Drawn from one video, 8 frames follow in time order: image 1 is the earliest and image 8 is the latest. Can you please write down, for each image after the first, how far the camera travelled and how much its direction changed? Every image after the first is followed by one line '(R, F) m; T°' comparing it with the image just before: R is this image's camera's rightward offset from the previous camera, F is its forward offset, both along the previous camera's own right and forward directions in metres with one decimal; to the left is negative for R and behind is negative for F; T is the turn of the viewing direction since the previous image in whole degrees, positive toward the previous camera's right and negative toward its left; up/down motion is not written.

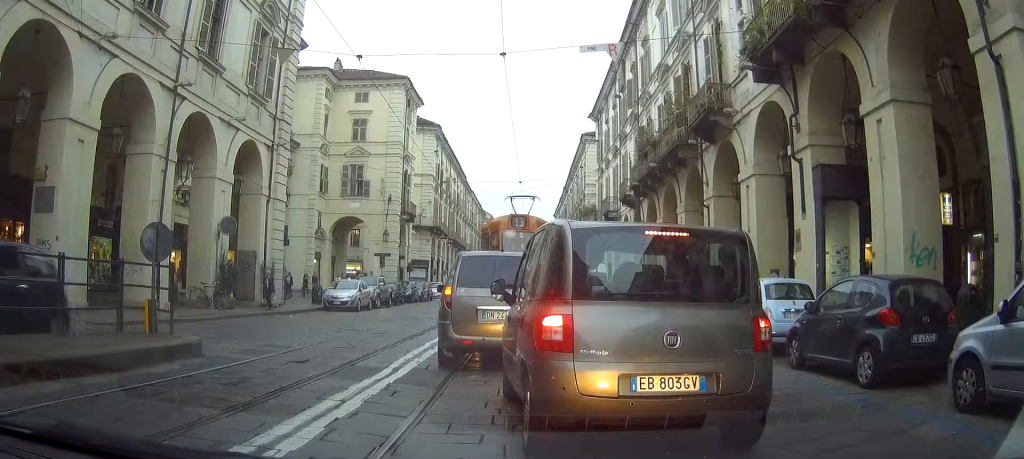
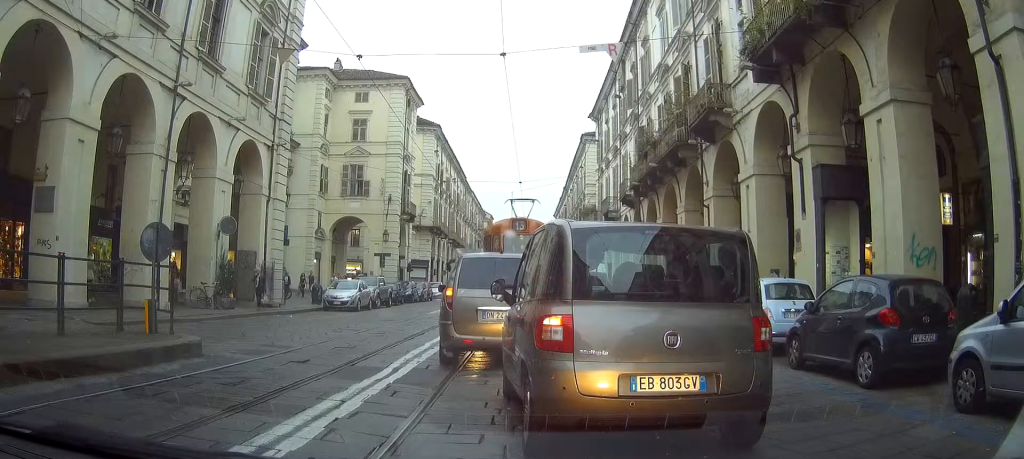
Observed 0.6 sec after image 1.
(0.0, 0.0) m; 0°
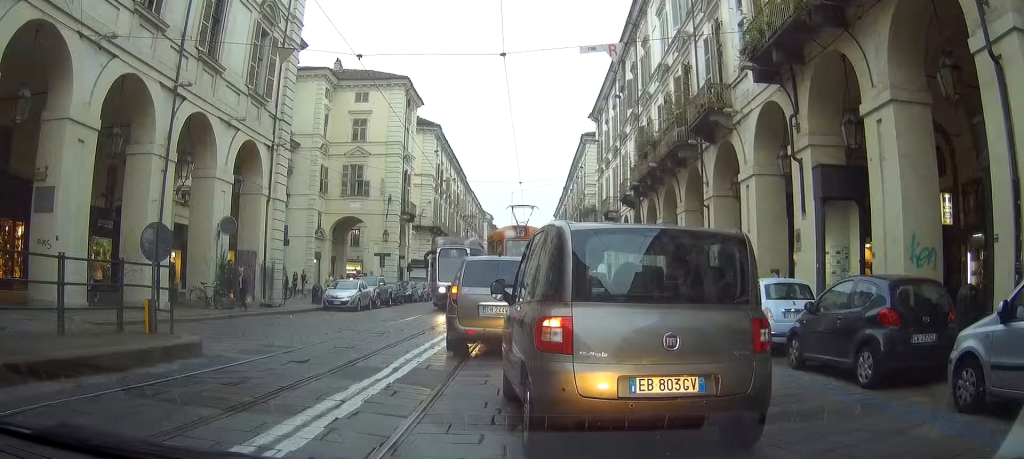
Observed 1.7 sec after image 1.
(0.0, 0.0) m; 0°
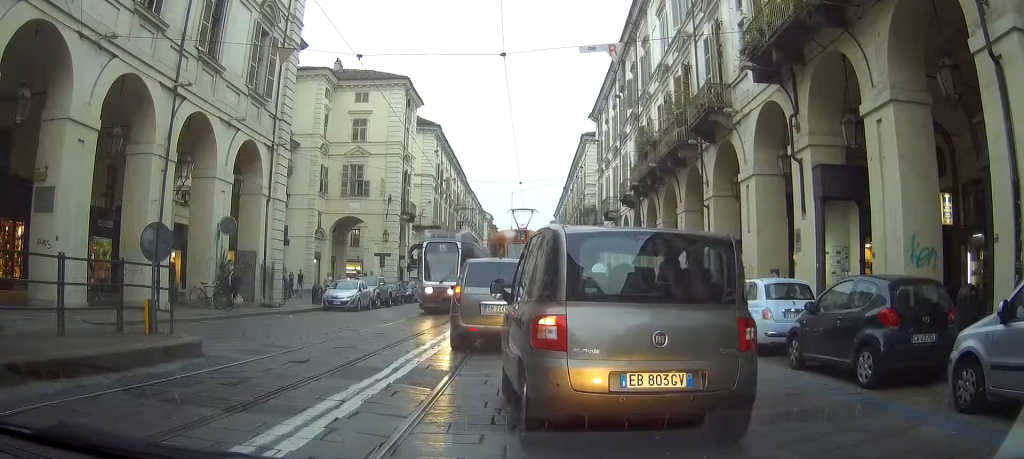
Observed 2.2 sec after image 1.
(0.0, 0.0) m; 0°
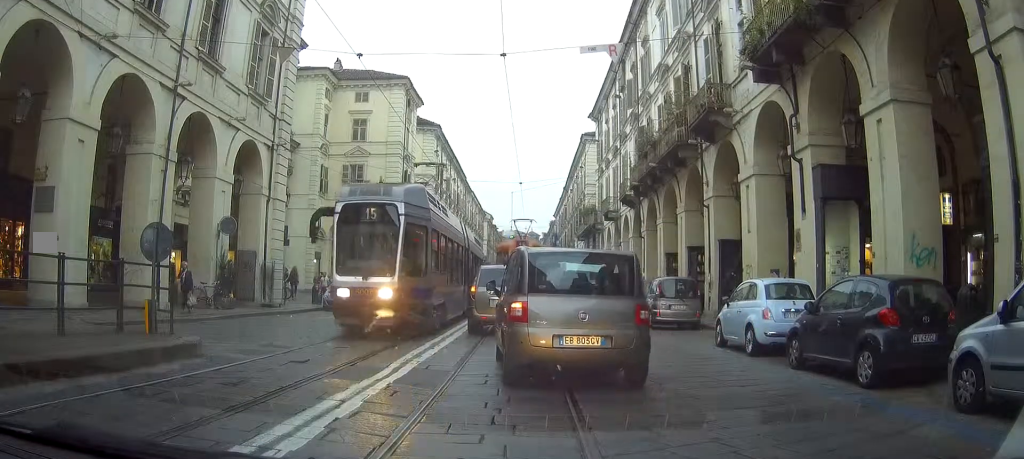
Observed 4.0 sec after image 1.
(+0.2, +0.3) m; 0°
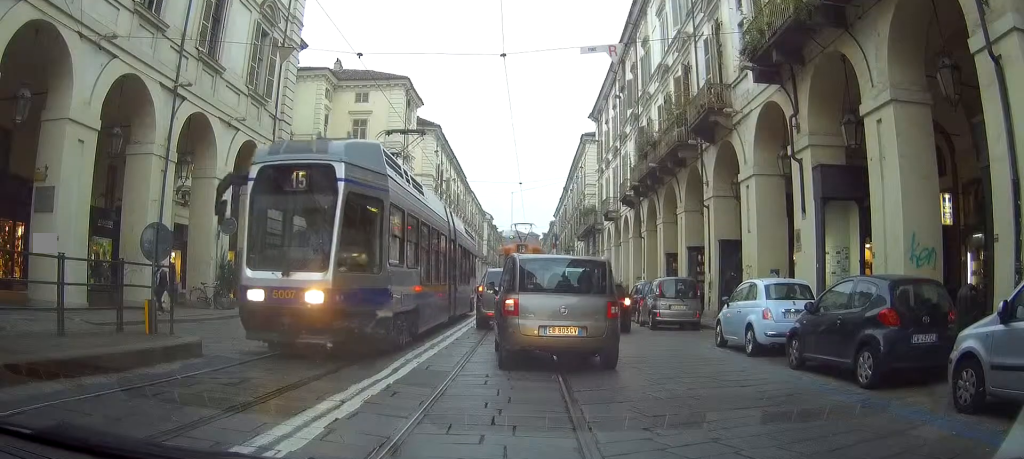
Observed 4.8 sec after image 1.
(+0.1, +0.2) m; 0°
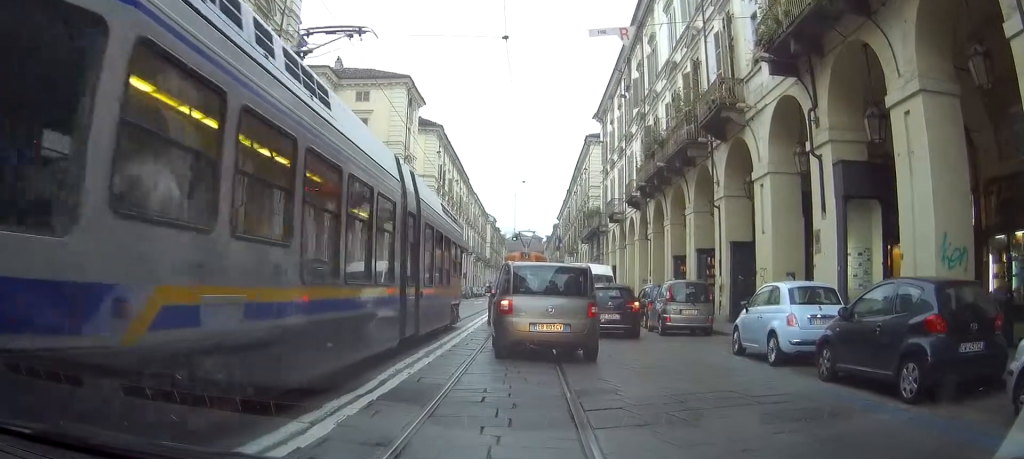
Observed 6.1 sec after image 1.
(+0.1, +1.3) m; 0°
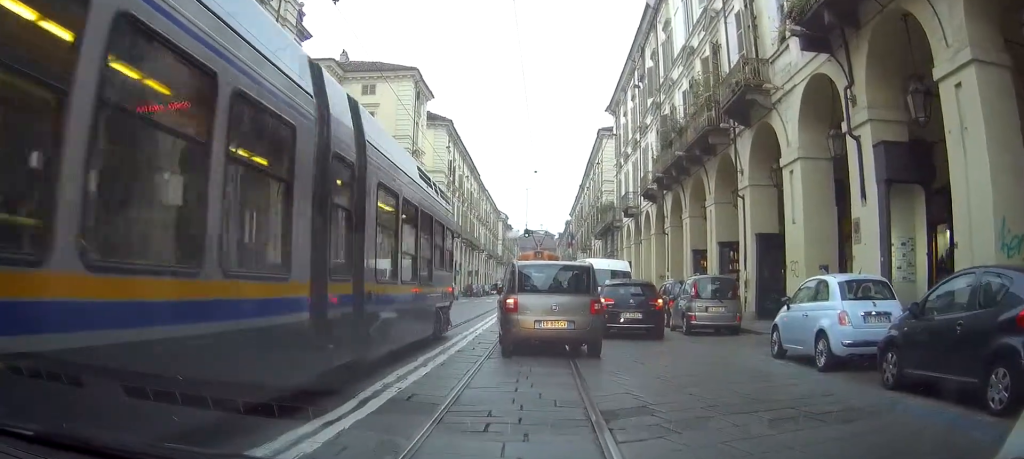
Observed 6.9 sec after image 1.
(0.0, +1.5) m; 0°
